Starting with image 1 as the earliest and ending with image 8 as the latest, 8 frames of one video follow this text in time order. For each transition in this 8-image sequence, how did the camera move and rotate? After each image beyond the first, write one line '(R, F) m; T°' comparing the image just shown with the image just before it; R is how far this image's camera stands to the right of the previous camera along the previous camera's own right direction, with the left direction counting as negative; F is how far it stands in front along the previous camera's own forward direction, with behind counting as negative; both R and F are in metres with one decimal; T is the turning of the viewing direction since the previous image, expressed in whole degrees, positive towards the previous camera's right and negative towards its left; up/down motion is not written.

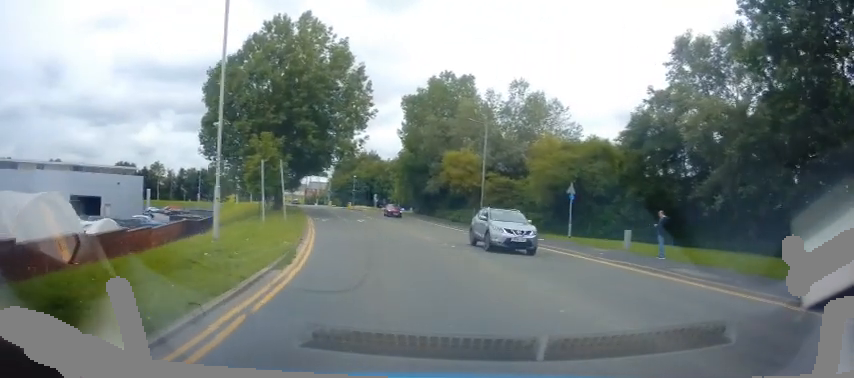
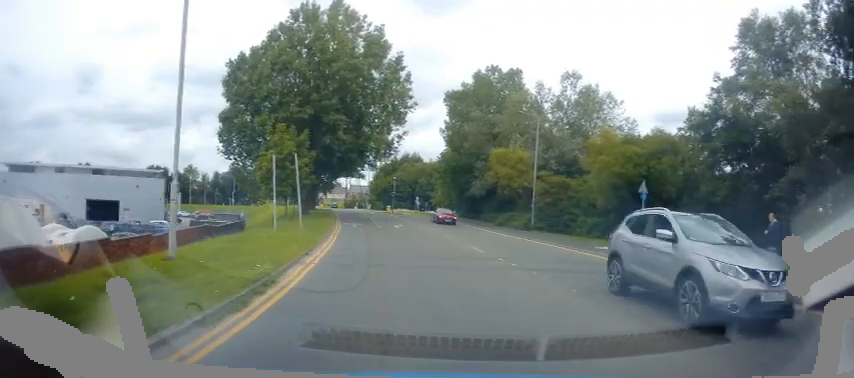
(-0.1, +4.5) m; -4°
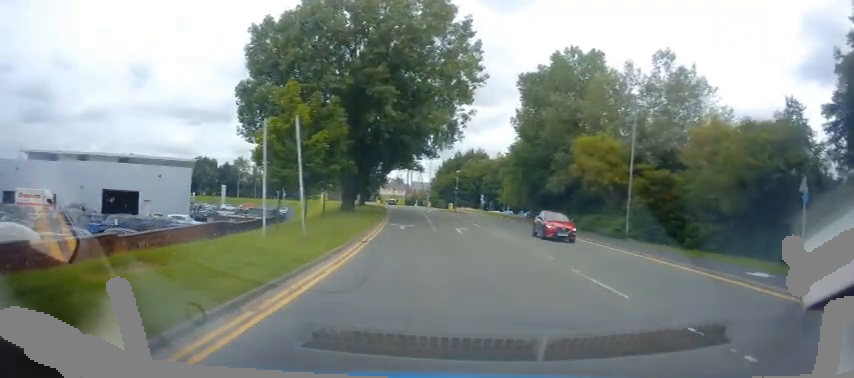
(-0.6, +8.3) m; -9°
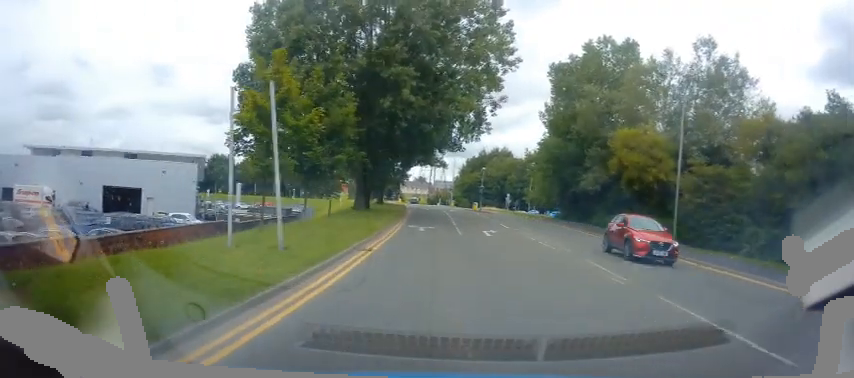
(-0.2, +3.9) m; -4°
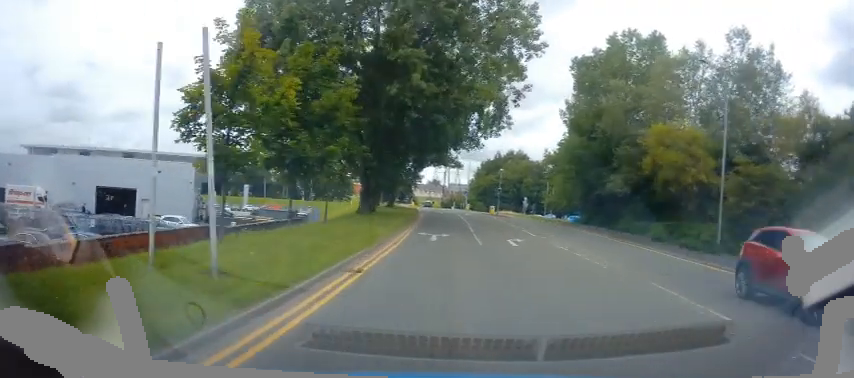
(-0.1, +3.6) m; -2°
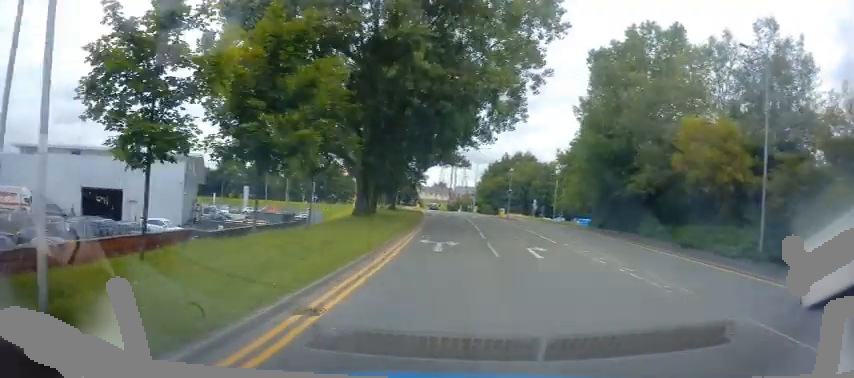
(-0.1, +3.3) m; 0°
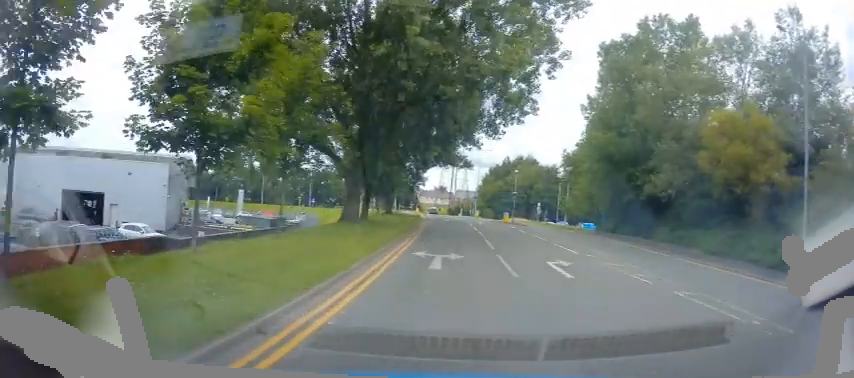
(-0.1, +3.3) m; 0°
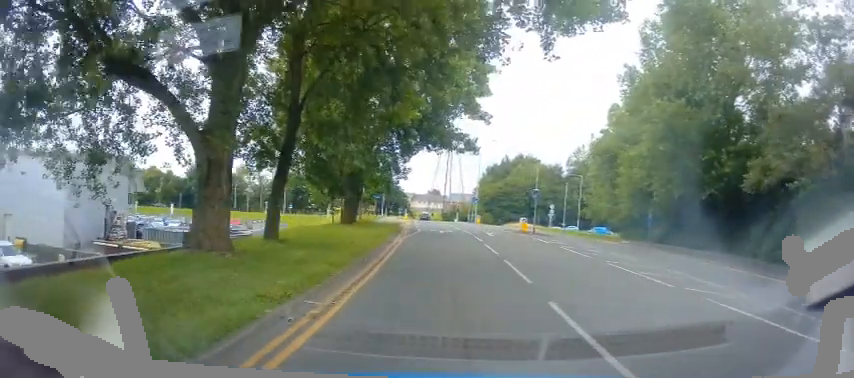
(+0.4, +13.0) m; 0°
